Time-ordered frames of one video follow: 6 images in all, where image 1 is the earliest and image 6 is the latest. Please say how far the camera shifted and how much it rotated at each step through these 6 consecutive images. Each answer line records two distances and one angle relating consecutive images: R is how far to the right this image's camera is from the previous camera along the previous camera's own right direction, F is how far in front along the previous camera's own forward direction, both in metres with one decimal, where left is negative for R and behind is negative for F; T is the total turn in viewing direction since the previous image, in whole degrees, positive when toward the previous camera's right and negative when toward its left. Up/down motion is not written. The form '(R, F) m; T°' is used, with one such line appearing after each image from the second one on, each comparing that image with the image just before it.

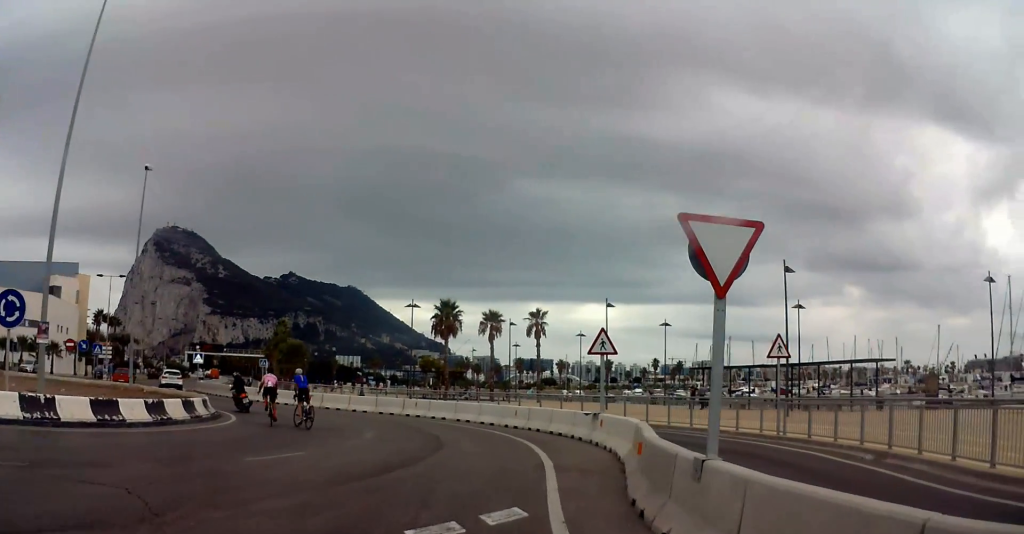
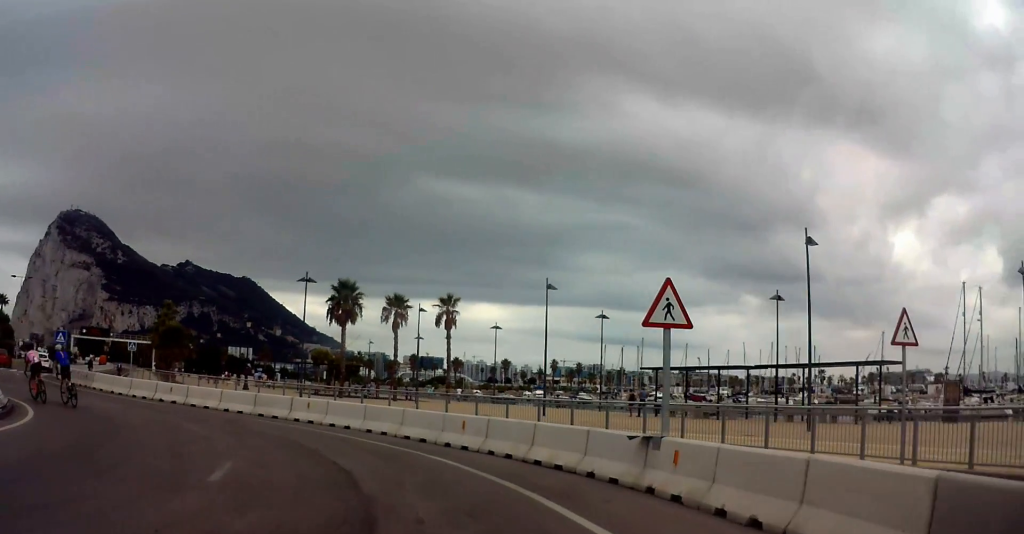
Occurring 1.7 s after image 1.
(+1.1, +9.6) m; +21°
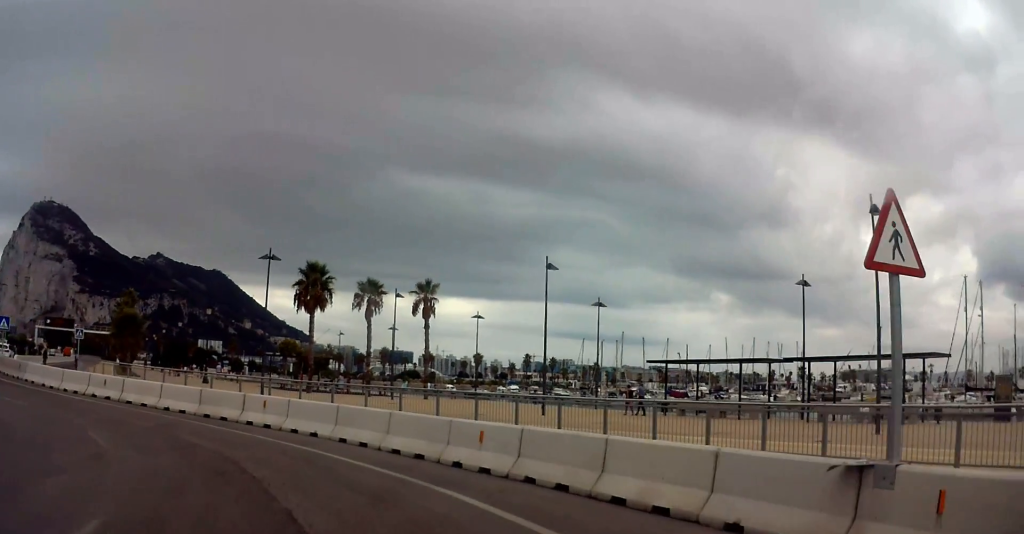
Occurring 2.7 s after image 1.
(+0.8, +5.1) m; +9°
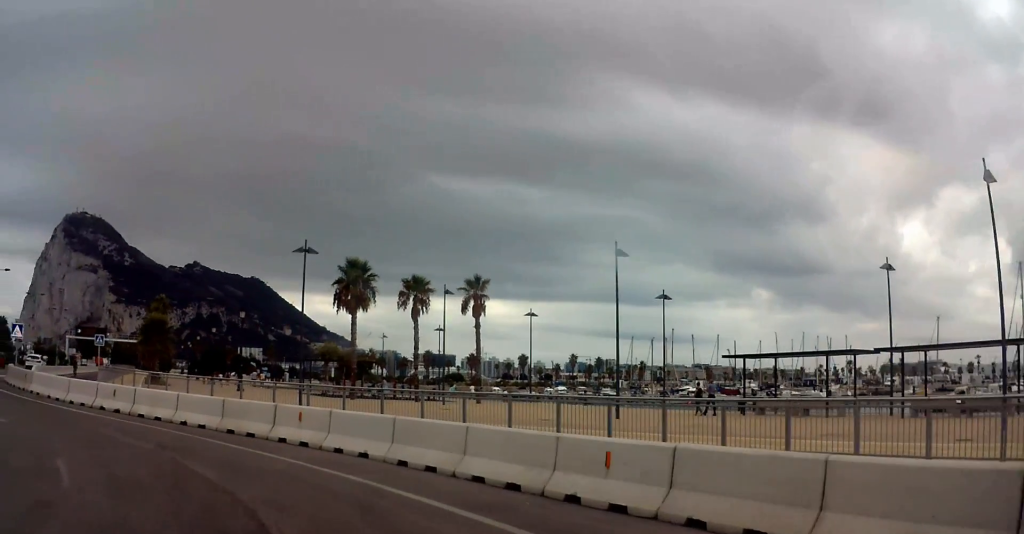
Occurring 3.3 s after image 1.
(+0.1, +3.1) m; -5°
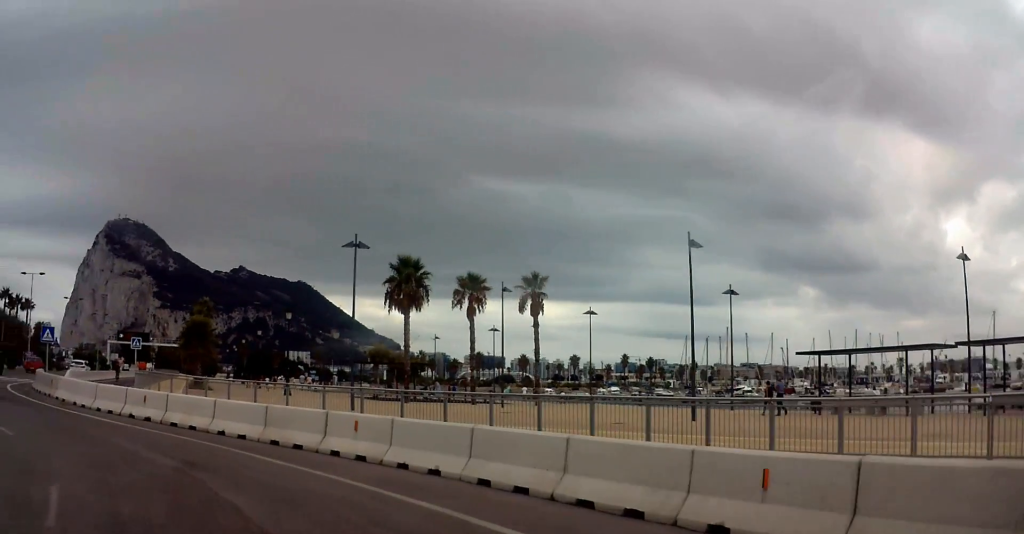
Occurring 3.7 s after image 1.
(0.0, +1.9) m; -4°
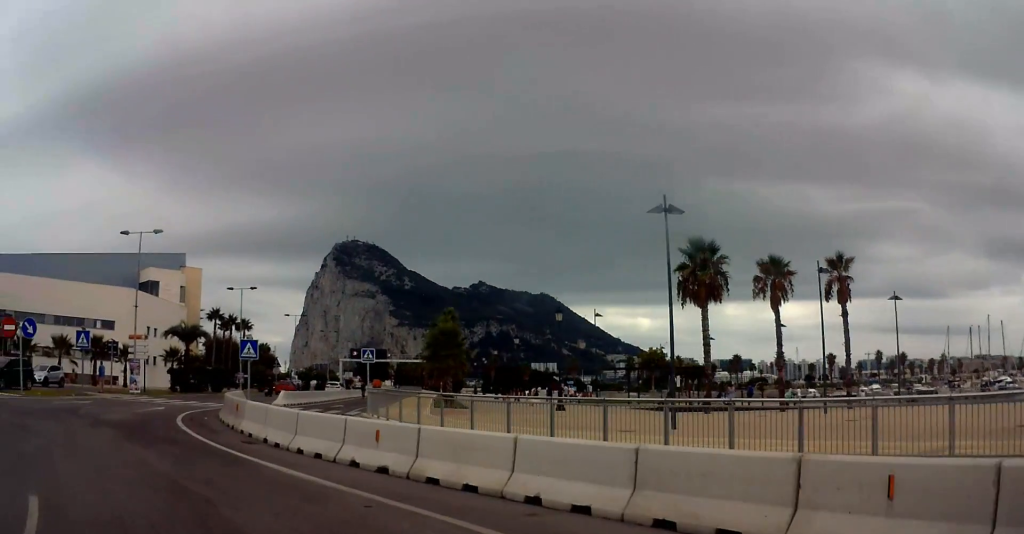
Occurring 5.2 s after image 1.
(-1.5, +7.2) m; -26°
